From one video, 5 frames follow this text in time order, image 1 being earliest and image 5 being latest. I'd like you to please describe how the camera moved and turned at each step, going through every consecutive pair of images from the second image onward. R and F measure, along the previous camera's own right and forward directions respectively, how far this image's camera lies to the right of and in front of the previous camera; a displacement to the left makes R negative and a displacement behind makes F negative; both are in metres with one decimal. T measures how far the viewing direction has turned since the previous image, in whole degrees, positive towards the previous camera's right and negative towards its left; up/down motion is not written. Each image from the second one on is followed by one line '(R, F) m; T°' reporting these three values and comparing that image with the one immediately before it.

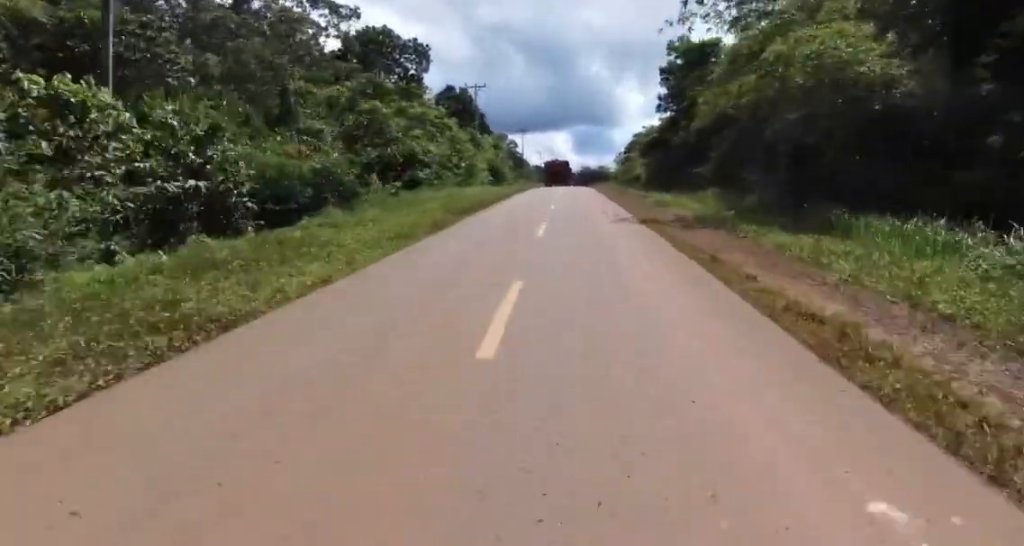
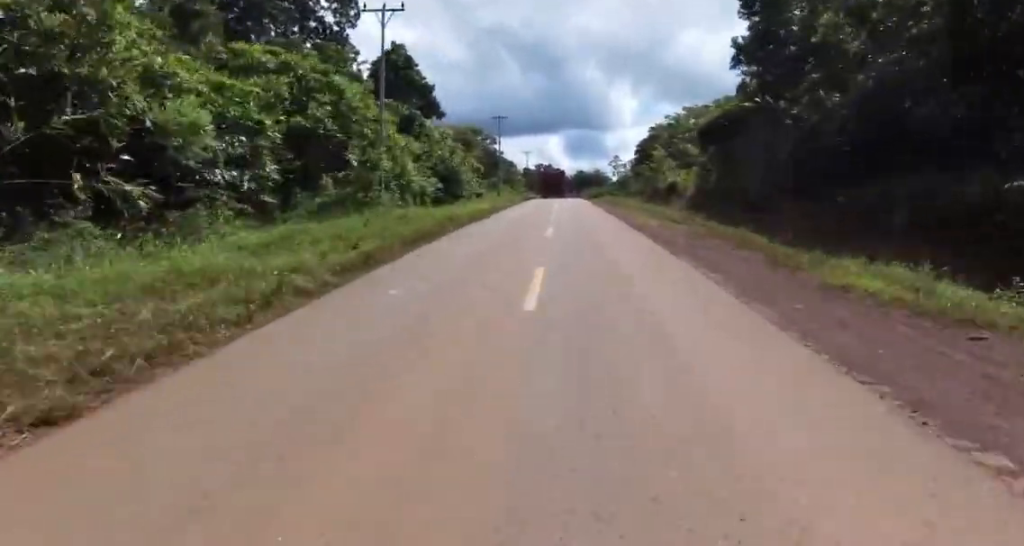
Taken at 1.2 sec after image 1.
(+1.3, +30.2) m; +1°
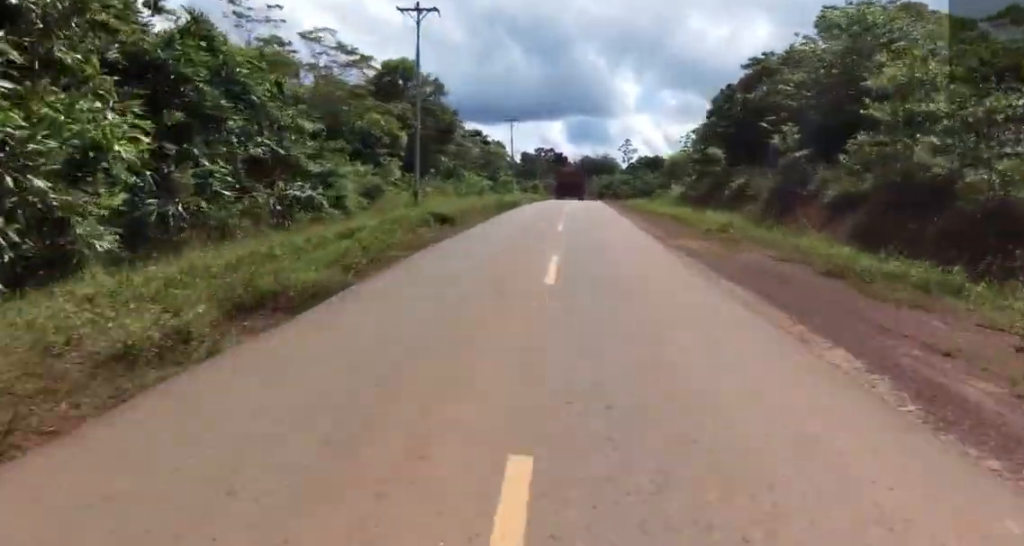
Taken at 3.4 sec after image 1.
(-2.3, +47.9) m; -3°
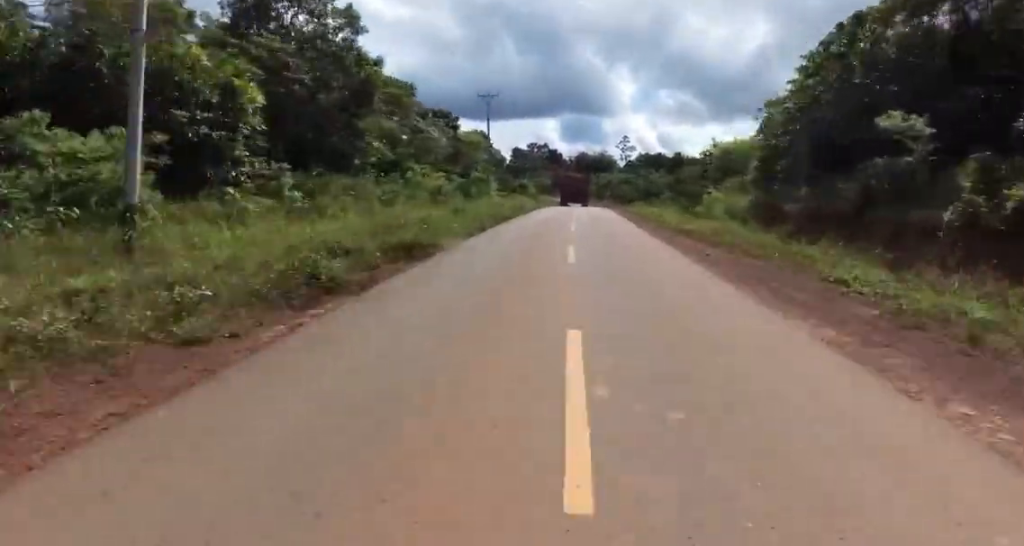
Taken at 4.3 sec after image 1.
(+0.1, +20.3) m; +1°
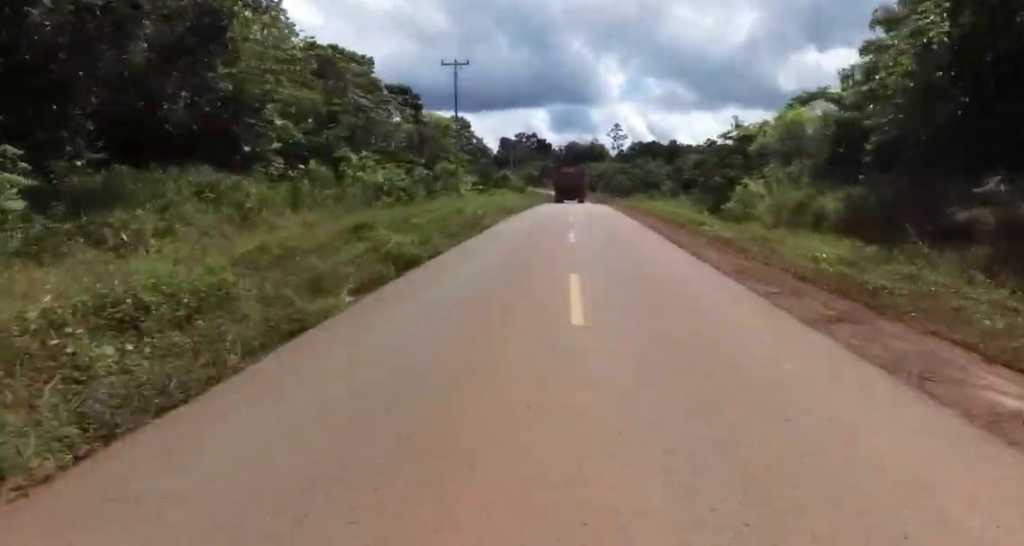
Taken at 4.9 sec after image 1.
(+0.1, +14.0) m; +1°
